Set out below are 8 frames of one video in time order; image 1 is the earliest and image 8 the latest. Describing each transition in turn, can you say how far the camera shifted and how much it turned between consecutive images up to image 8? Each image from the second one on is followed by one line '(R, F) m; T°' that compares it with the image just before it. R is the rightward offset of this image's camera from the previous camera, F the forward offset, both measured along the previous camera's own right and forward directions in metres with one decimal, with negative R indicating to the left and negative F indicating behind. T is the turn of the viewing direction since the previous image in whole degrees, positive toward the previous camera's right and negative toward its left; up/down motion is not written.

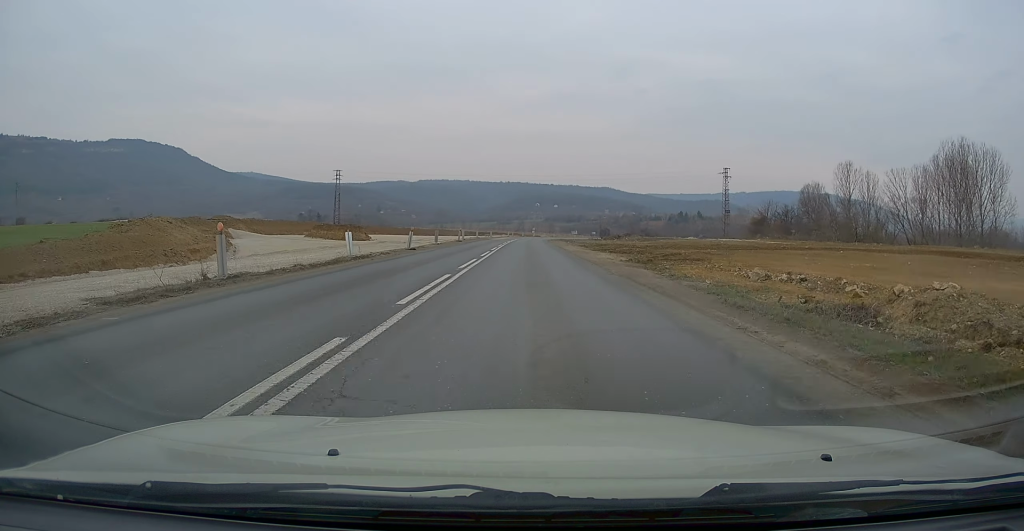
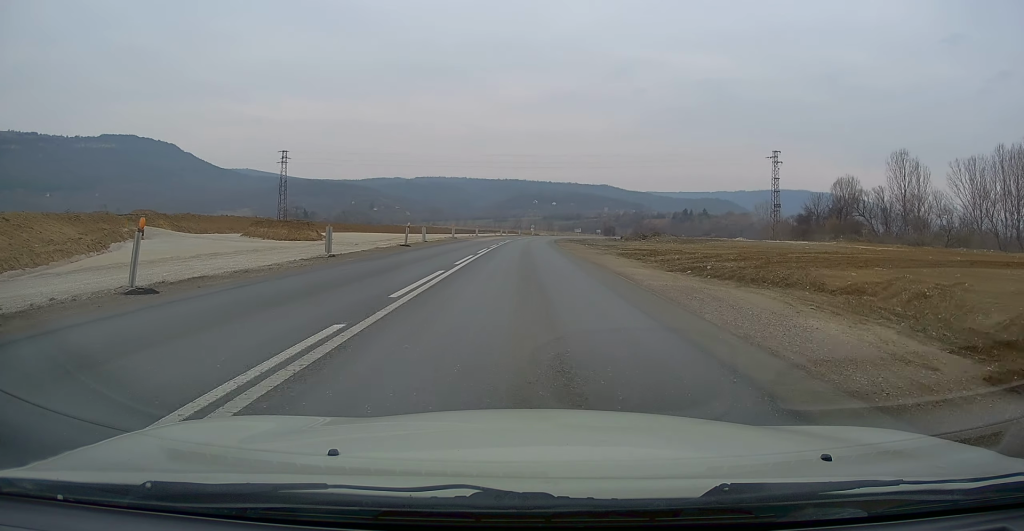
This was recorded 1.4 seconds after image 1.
(+0.1, +26.6) m; 0°
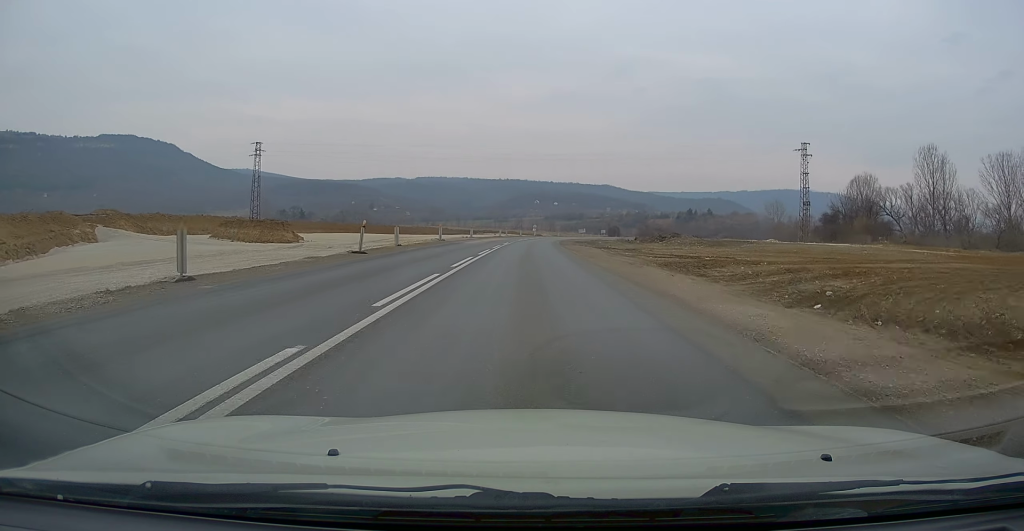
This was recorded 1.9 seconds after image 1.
(0.0, +10.3) m; 0°
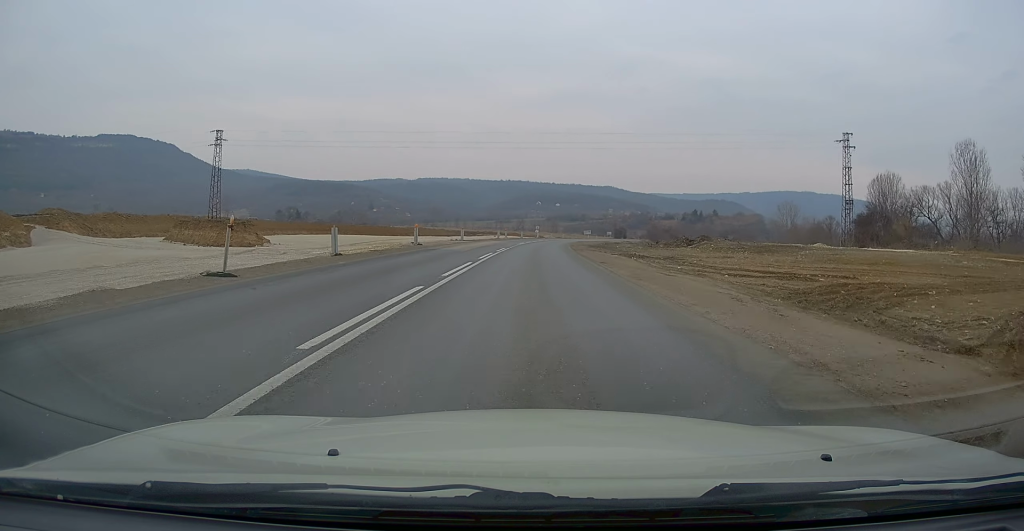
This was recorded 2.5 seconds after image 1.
(0.0, +12.2) m; 0°
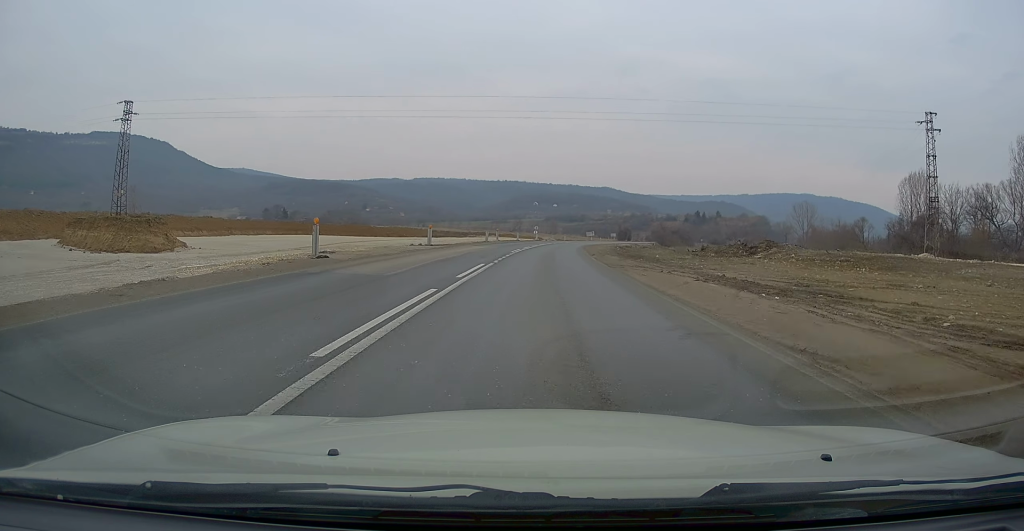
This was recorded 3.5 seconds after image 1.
(-0.1, +18.5) m; 0°
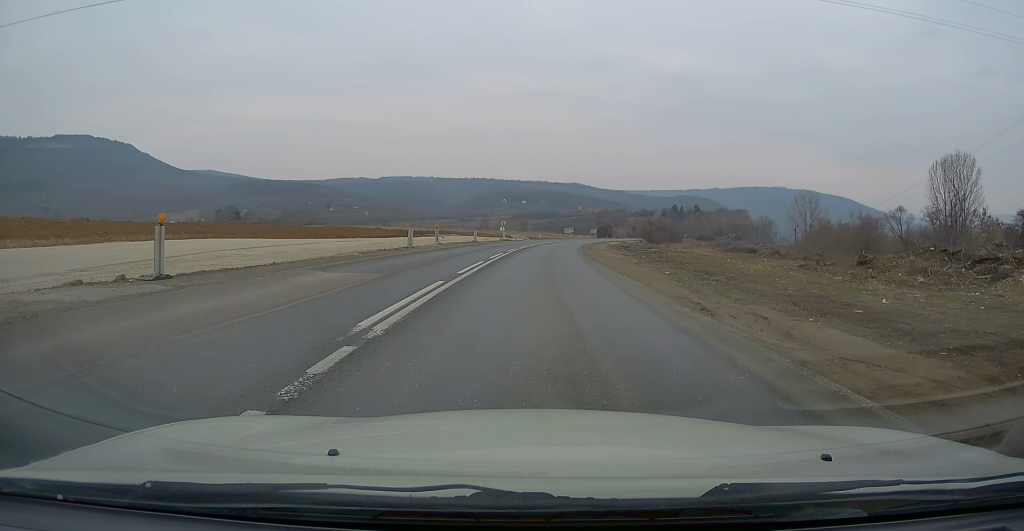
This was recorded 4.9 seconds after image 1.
(+0.5, +27.7) m; +2°
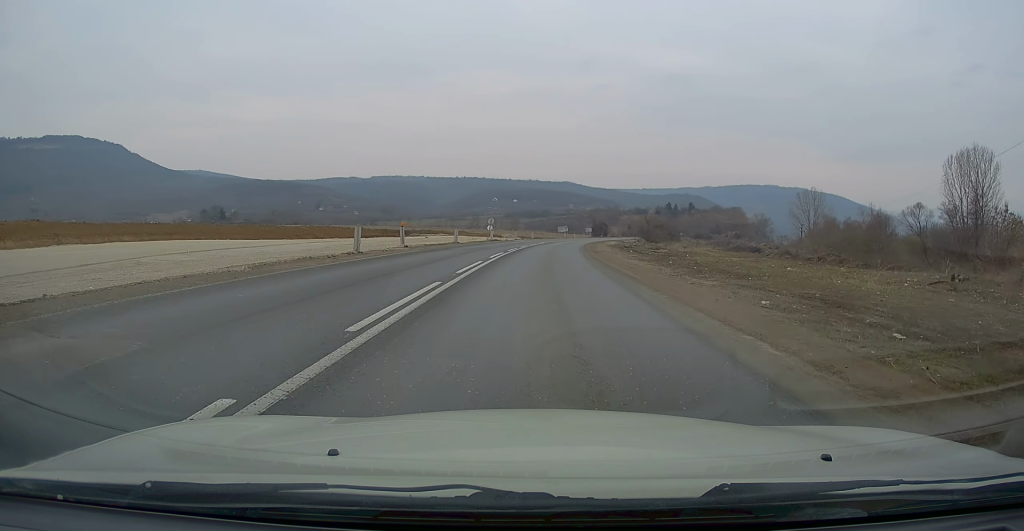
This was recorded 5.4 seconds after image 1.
(0.0, +9.1) m; +1°
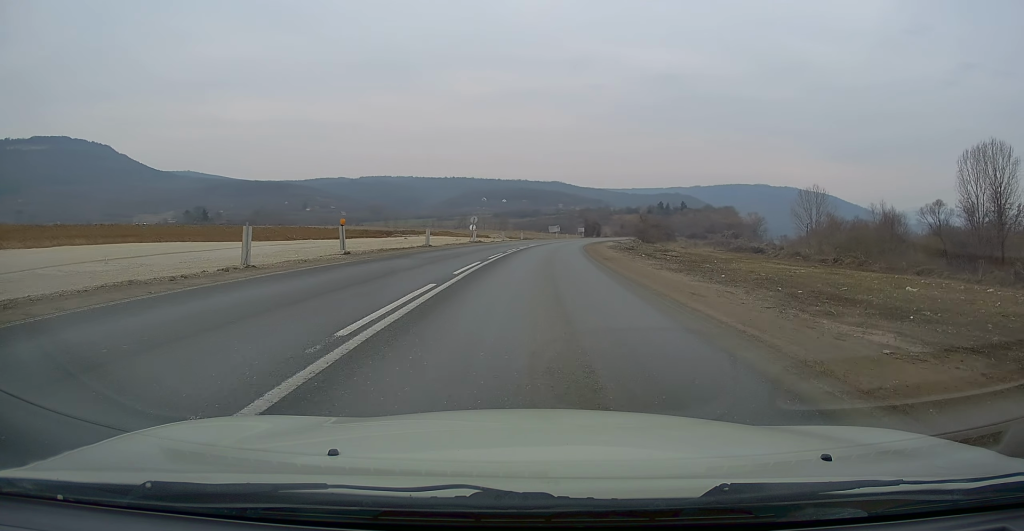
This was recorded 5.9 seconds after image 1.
(+0.2, +9.2) m; +1°
